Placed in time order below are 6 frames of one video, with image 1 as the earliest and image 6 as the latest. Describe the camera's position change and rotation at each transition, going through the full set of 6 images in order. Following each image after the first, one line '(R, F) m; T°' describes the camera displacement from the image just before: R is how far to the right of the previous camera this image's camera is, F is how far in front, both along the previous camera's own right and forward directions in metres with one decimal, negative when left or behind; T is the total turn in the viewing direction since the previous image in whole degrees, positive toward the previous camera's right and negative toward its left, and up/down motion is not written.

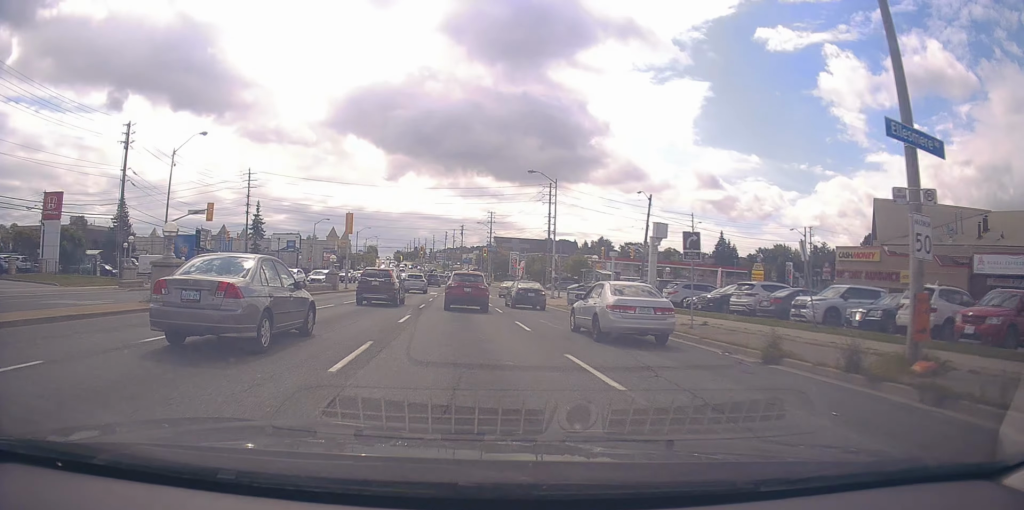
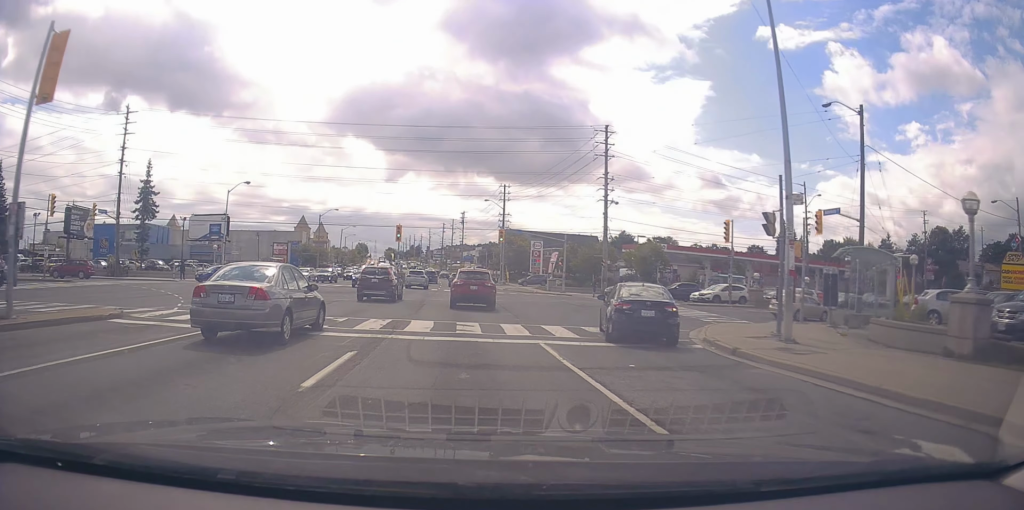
(-1.1, +35.9) m; -1°
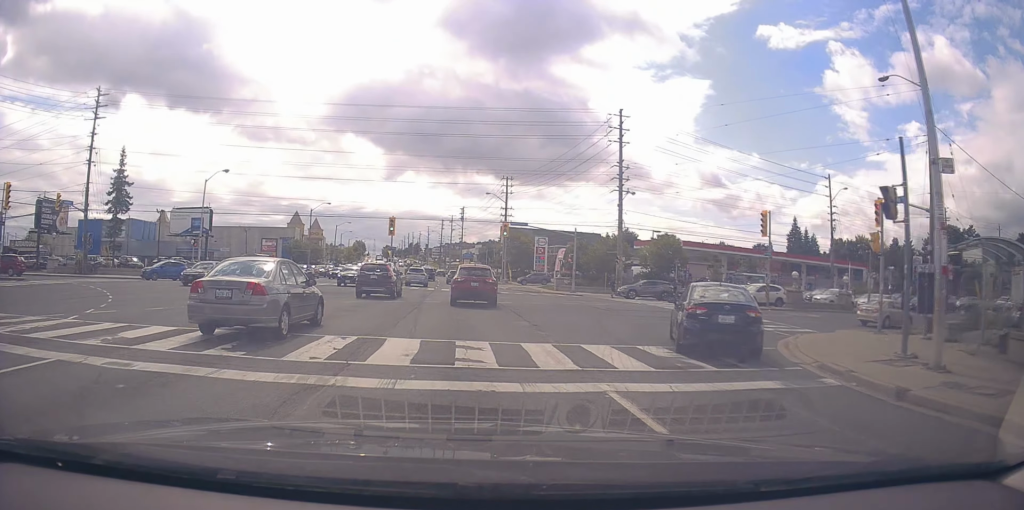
(+0.4, +5.6) m; +1°
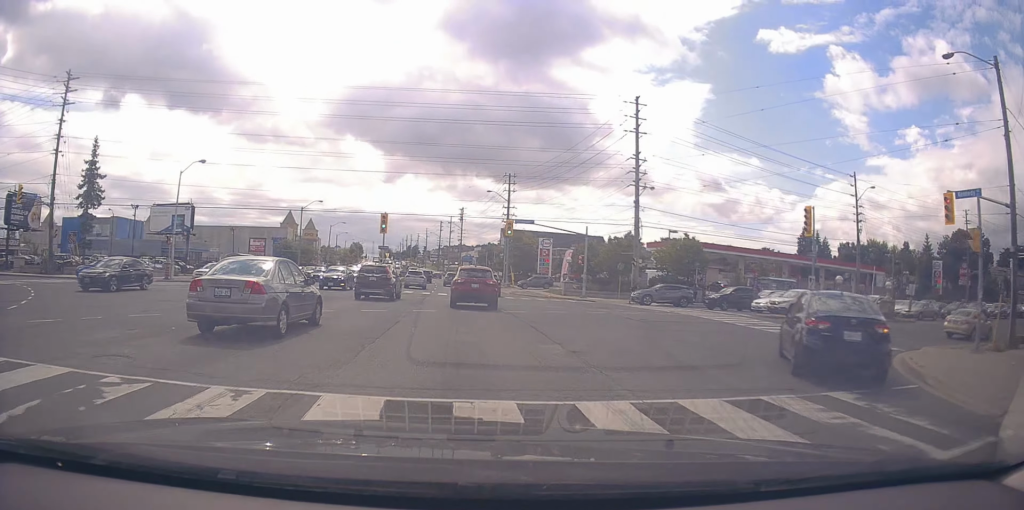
(+0.3, +5.2) m; +1°
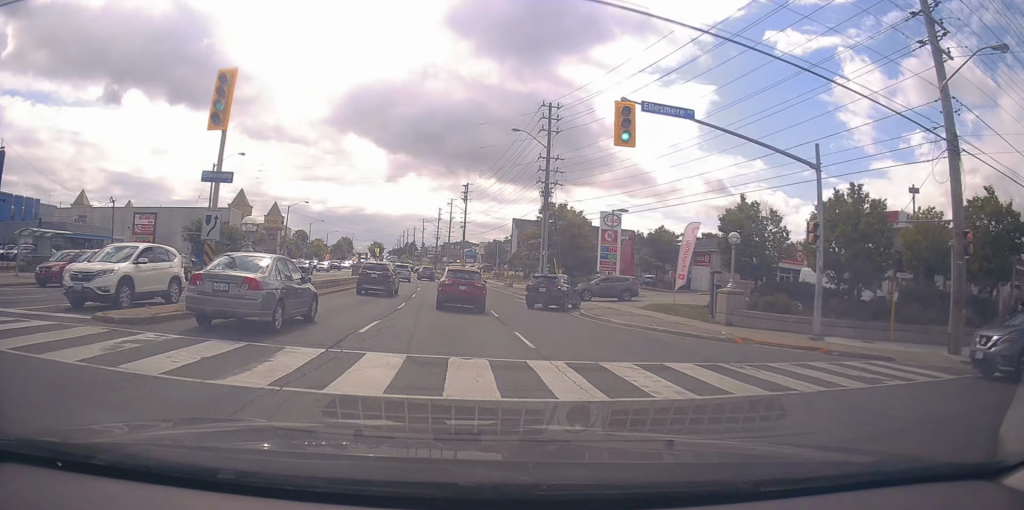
(-0.9, +34.8) m; -2°
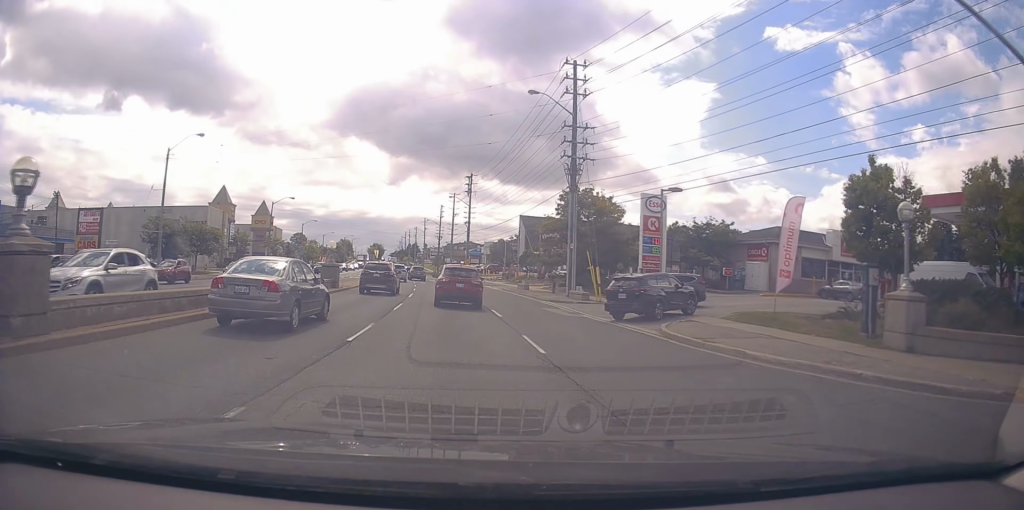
(+0.3, +10.1) m; 0°
